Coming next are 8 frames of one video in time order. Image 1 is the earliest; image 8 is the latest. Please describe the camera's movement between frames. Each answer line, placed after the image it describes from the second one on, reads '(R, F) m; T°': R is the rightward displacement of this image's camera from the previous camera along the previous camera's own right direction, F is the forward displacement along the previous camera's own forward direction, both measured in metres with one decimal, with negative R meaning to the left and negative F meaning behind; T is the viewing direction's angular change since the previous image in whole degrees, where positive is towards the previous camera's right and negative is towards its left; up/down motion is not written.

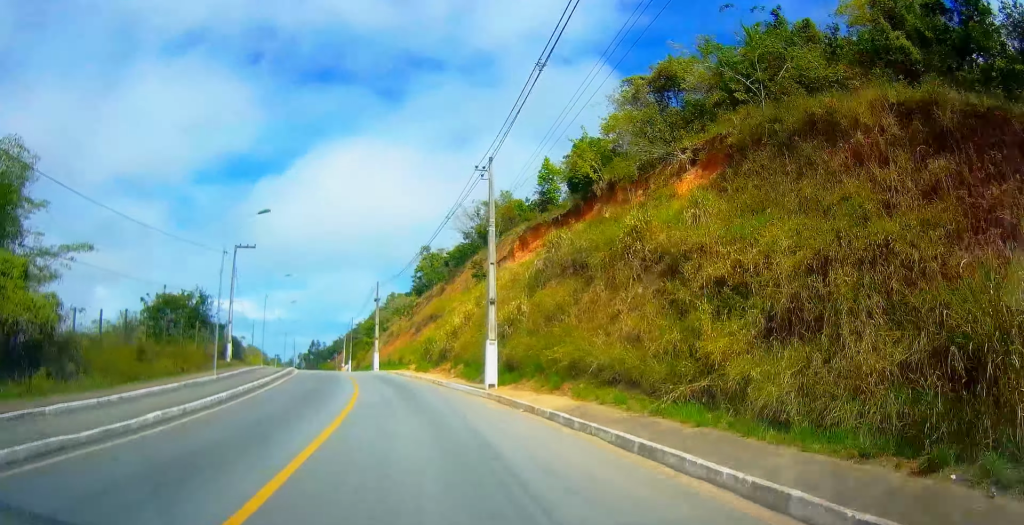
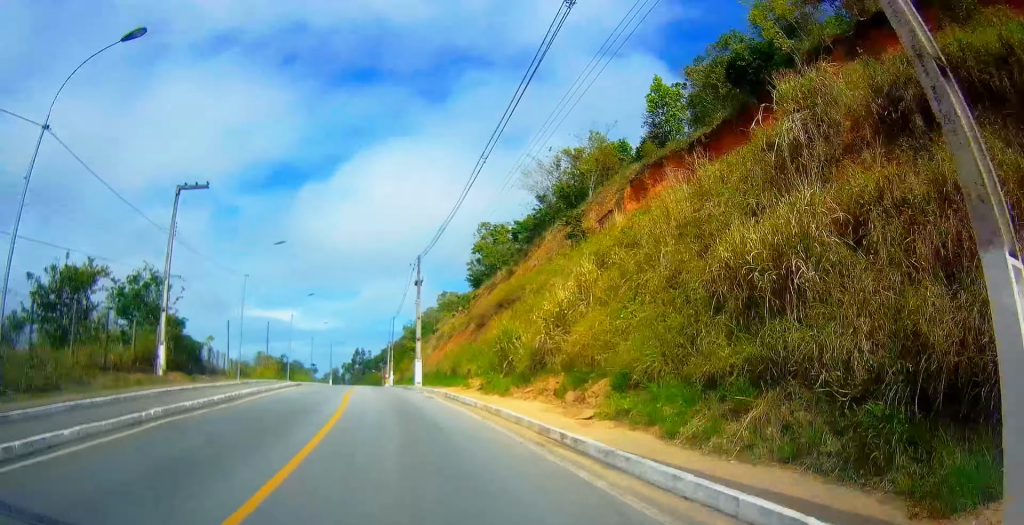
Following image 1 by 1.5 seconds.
(-1.1, +17.9) m; -8°
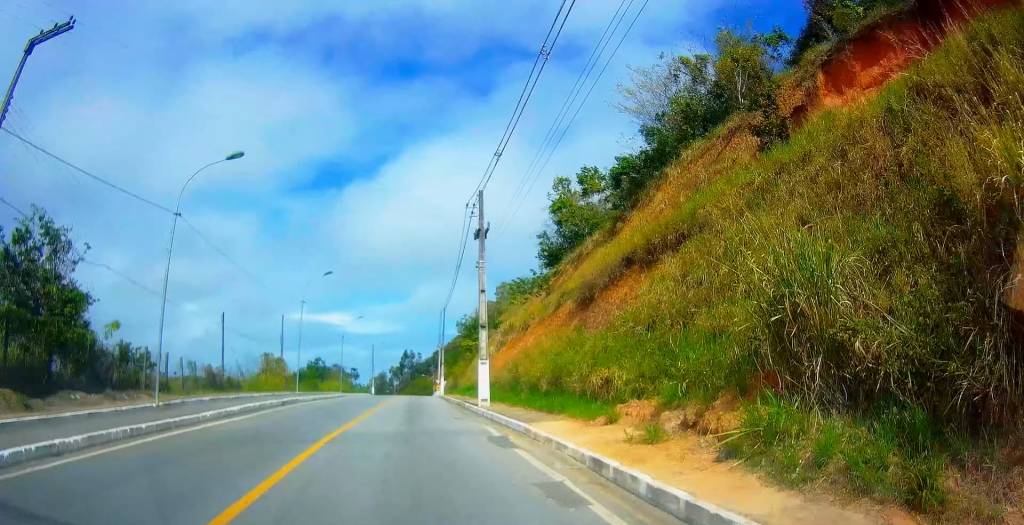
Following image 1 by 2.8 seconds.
(-0.8, +17.3) m; -4°
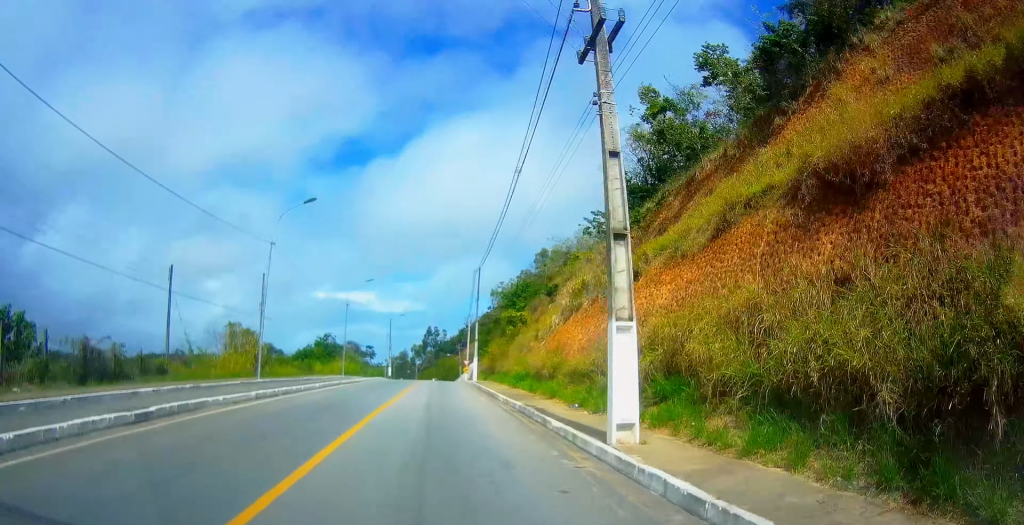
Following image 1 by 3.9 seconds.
(-0.3, +17.4) m; -1°
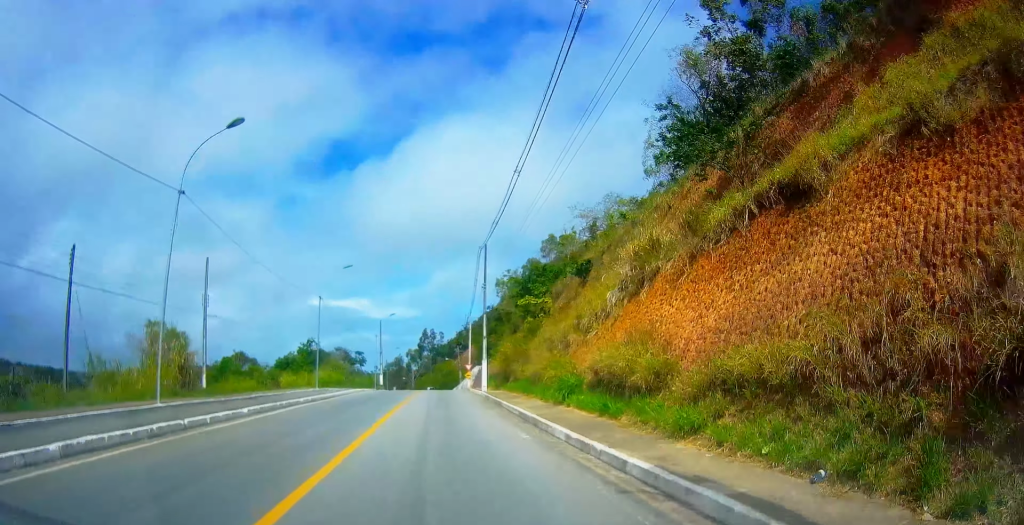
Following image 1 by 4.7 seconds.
(0.0, +12.8) m; 0°
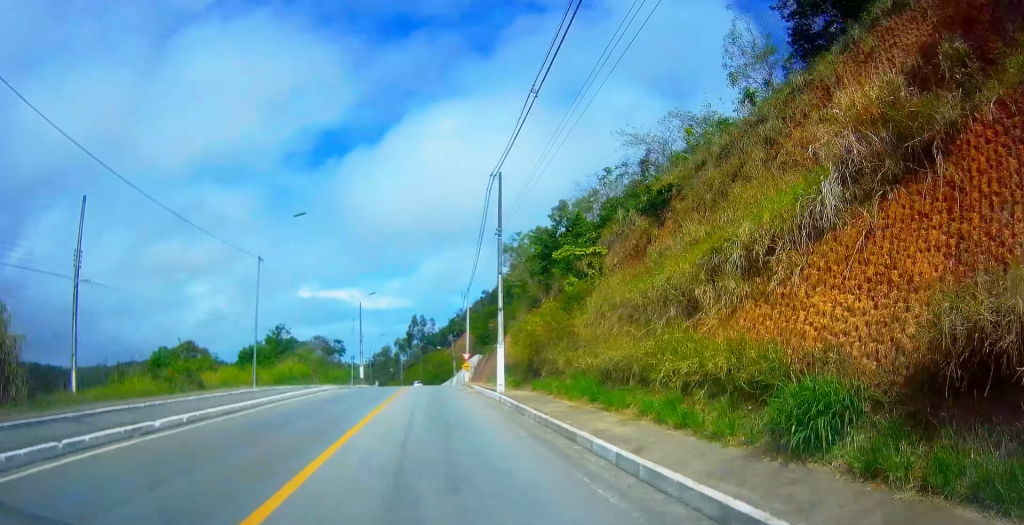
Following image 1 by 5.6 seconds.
(0.0, +14.6) m; 0°
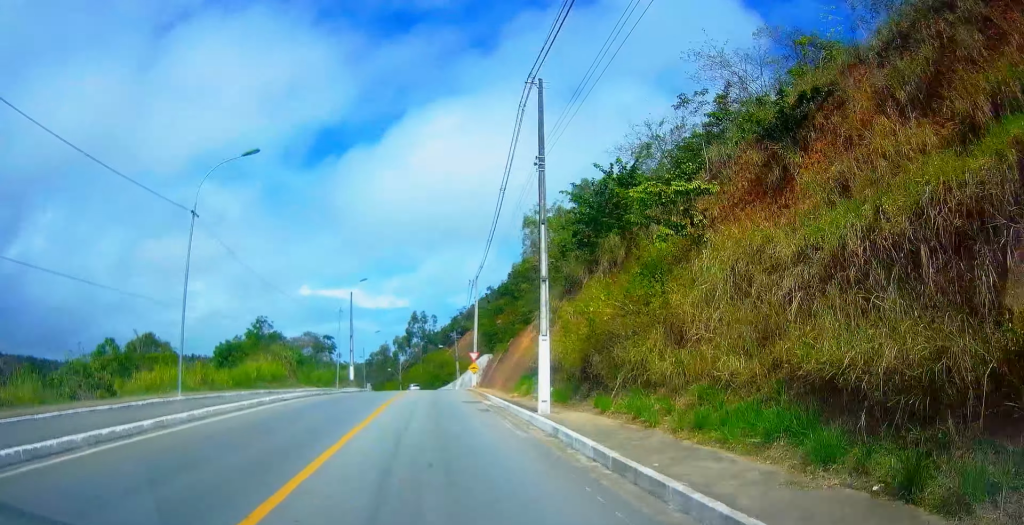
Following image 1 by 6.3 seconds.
(0.0, +9.7) m; 0°
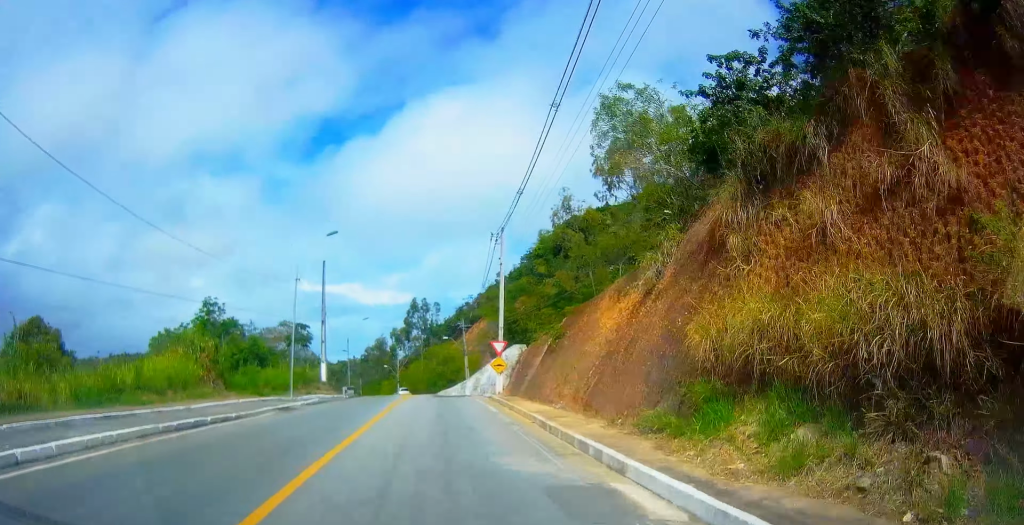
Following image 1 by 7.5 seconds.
(-0.1, +17.4) m; 0°
